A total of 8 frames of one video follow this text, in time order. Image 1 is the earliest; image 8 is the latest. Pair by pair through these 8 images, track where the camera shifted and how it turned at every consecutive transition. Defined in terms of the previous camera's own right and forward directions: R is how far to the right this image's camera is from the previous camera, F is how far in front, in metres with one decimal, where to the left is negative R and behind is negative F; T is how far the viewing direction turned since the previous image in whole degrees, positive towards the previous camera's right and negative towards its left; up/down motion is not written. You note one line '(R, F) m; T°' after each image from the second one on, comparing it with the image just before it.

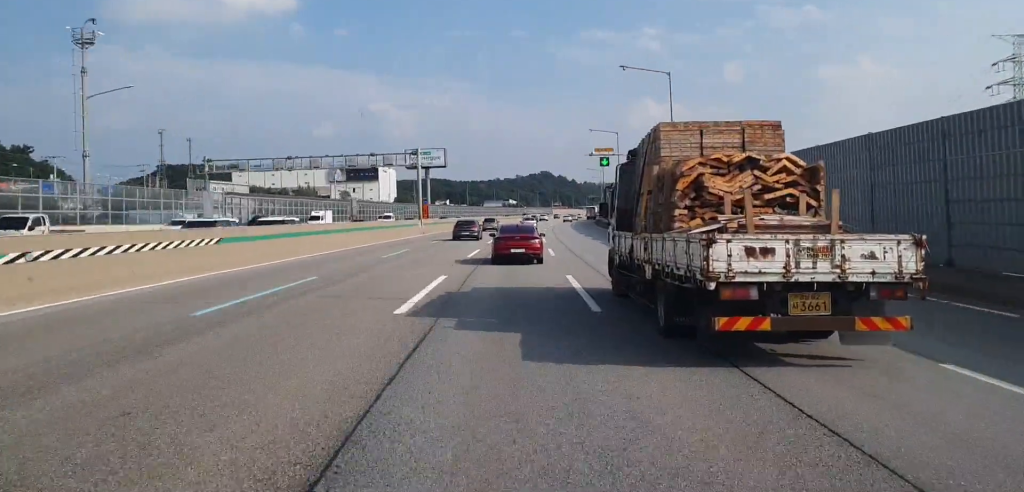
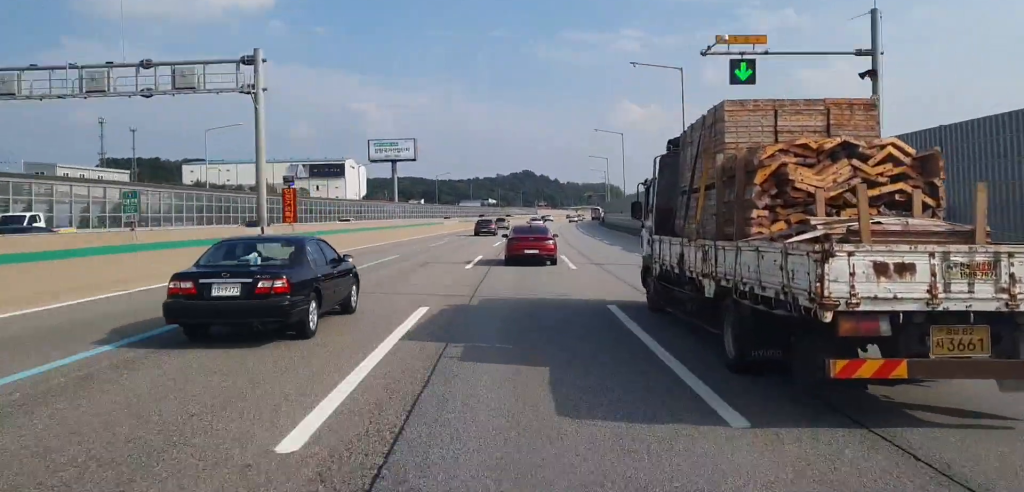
(0.0, +44.4) m; +1°
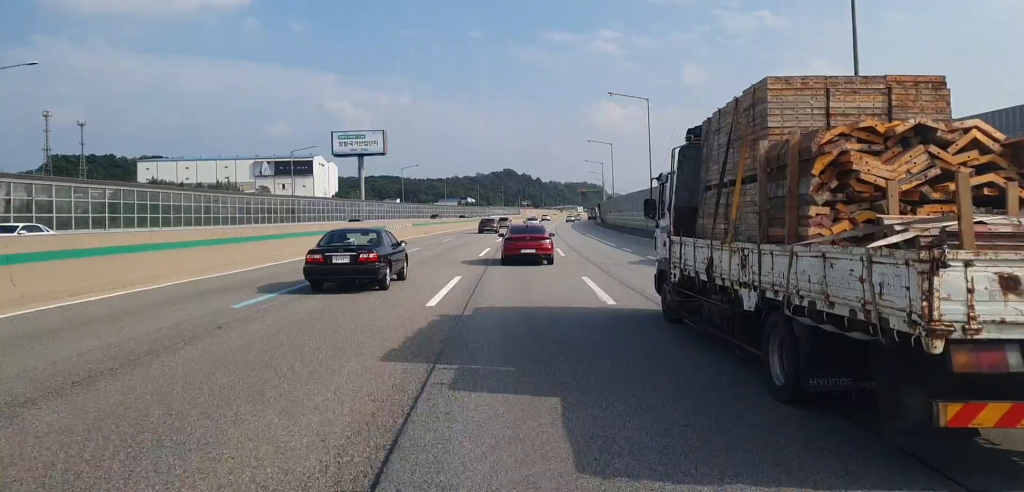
(+0.6, +28.3) m; +2°
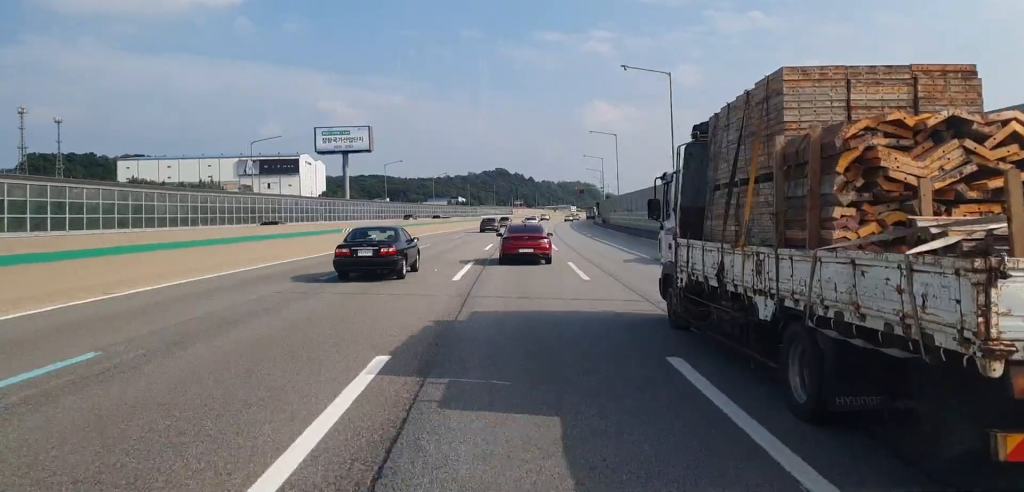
(+0.2, +13.1) m; 0°
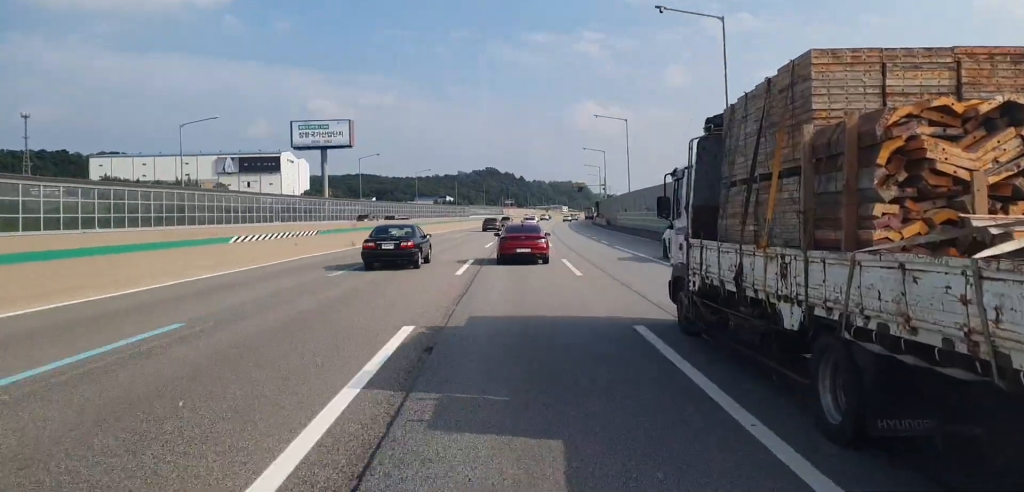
(-0.1, +16.1) m; +1°
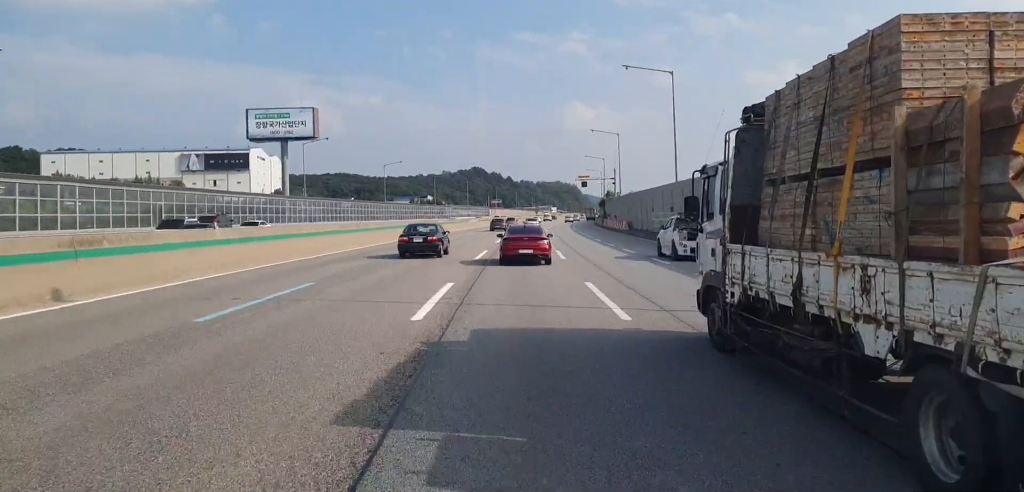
(+0.4, +28.4) m; +2°
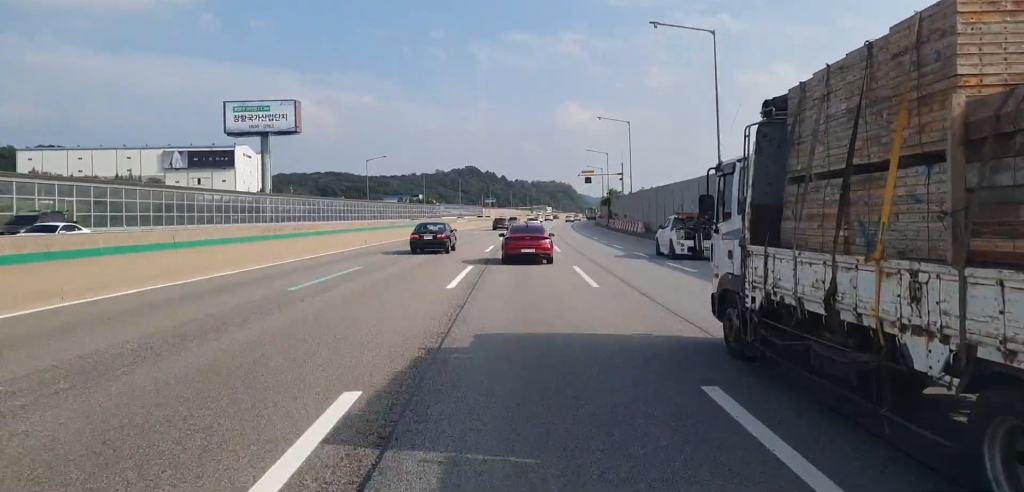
(+0.1, +12.3) m; 0°
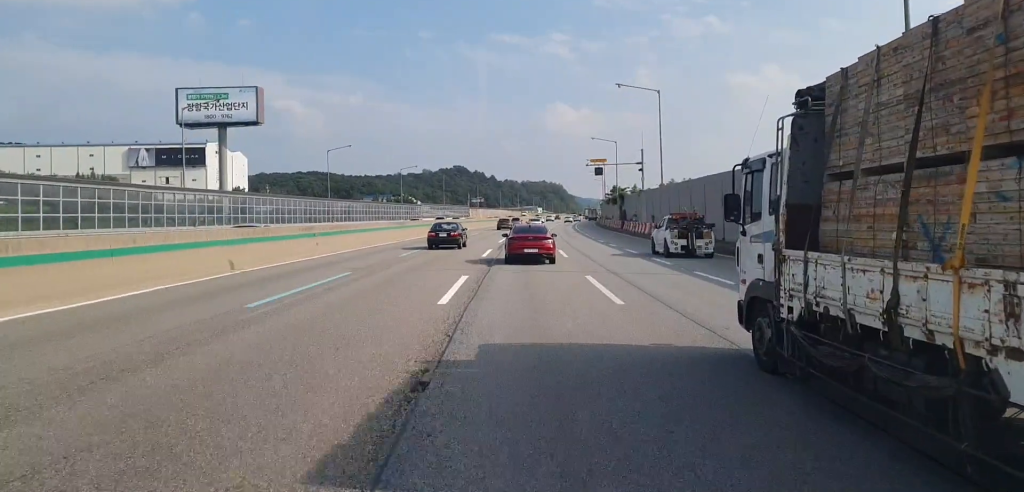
(0.0, +20.8) m; 0°
